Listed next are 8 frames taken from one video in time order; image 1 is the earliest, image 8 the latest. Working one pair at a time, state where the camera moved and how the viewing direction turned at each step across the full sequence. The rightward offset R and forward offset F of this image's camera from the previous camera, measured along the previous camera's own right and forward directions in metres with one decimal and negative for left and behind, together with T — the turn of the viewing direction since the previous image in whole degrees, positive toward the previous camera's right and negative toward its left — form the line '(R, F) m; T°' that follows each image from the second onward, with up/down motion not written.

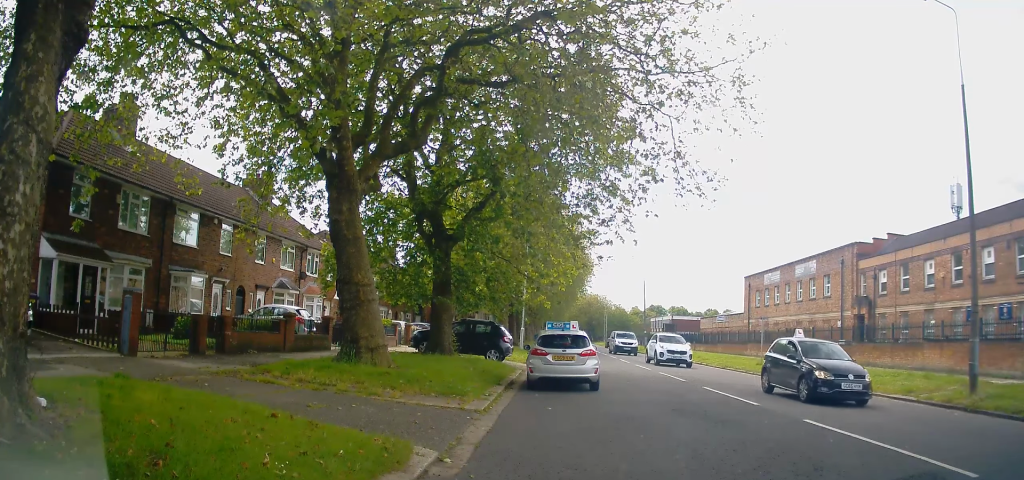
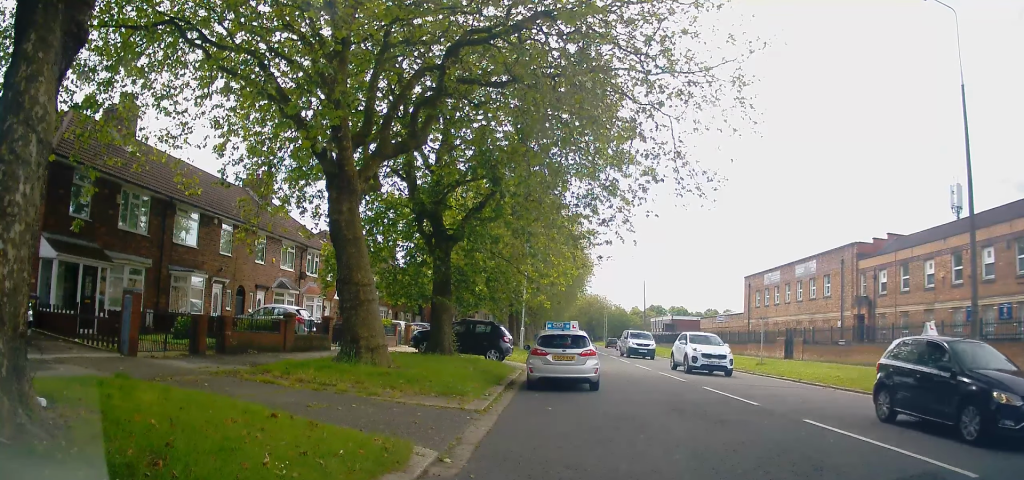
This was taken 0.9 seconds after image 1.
(0.0, 0.0) m; 0°
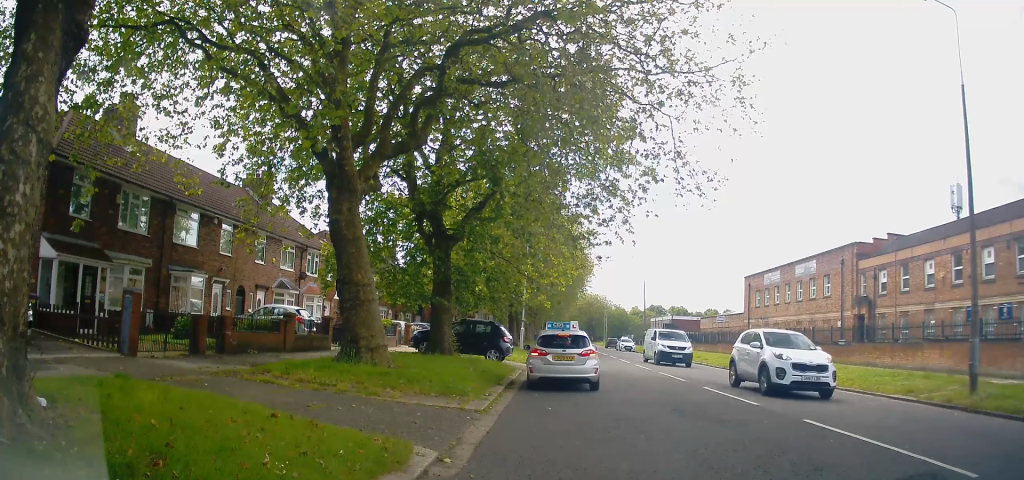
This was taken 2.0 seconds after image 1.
(0.0, 0.0) m; 0°
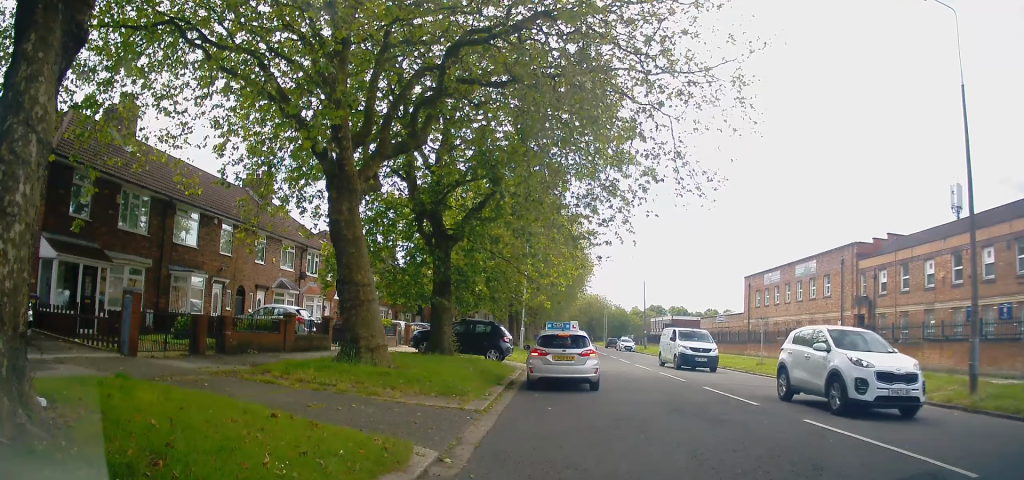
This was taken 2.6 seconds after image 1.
(0.0, 0.0) m; 0°
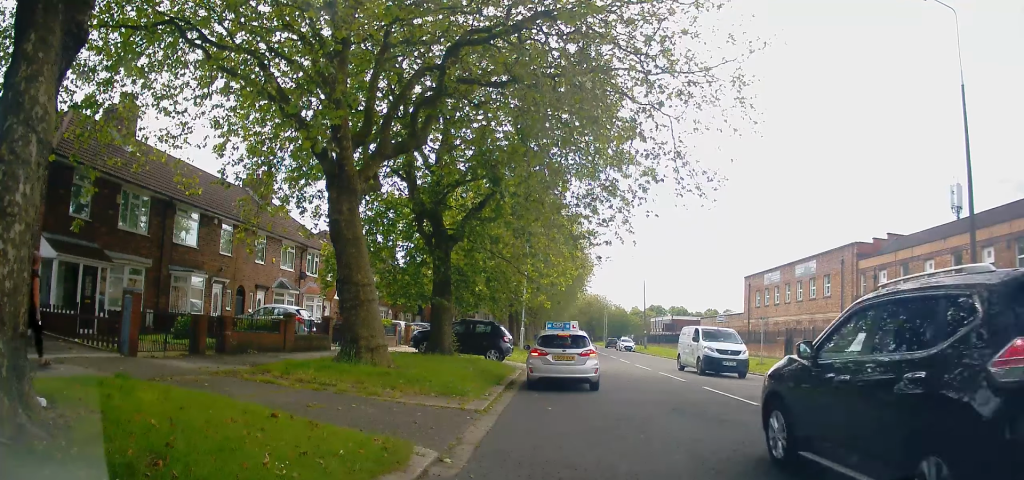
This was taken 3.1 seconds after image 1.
(0.0, 0.0) m; 0°
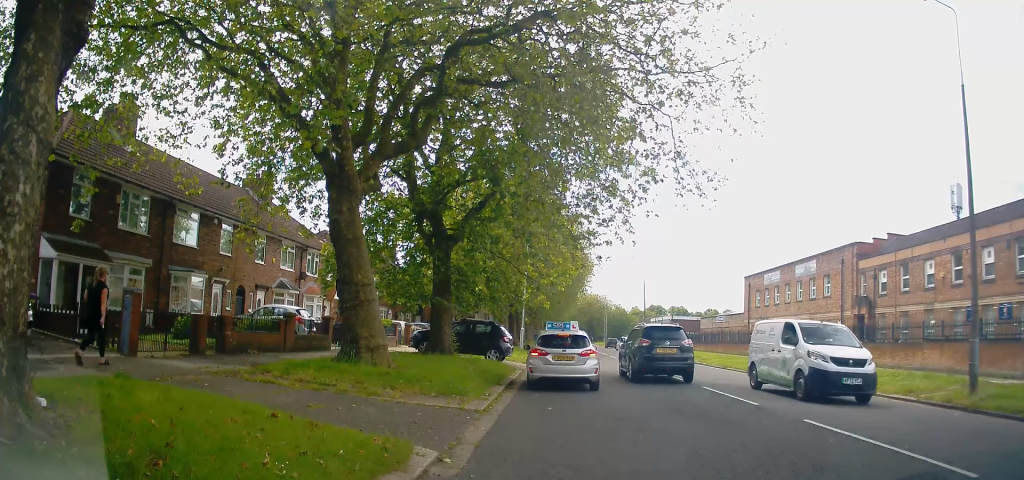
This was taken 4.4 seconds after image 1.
(0.0, 0.0) m; 0°
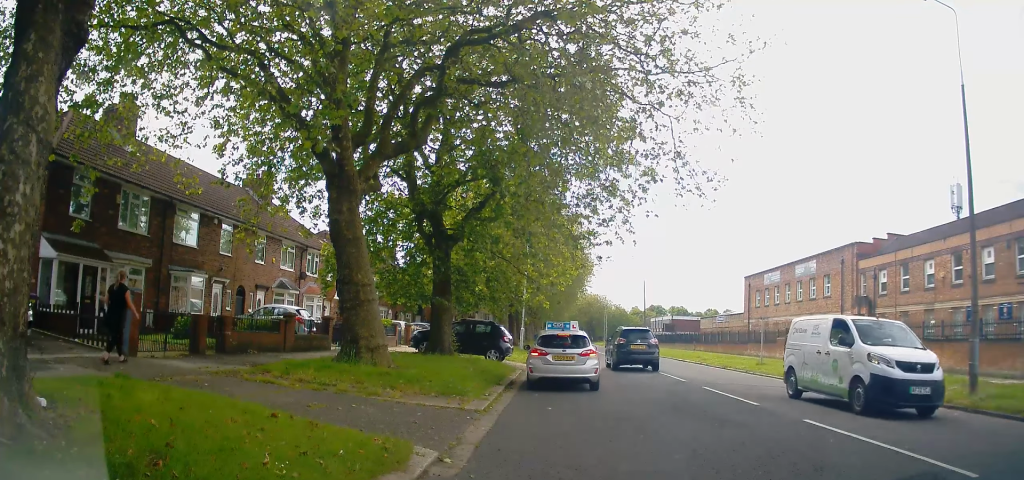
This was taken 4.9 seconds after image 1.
(0.0, 0.0) m; 0°
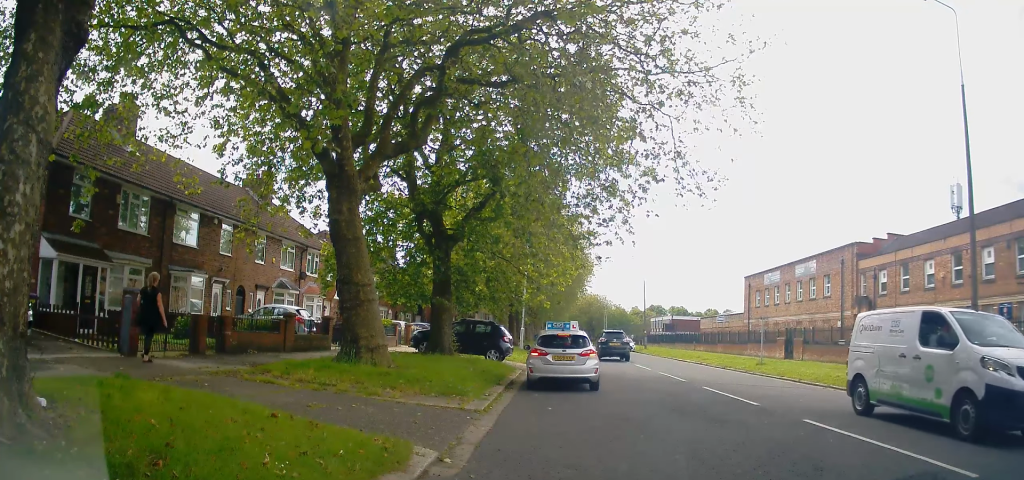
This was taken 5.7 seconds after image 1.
(0.0, 0.0) m; 0°
